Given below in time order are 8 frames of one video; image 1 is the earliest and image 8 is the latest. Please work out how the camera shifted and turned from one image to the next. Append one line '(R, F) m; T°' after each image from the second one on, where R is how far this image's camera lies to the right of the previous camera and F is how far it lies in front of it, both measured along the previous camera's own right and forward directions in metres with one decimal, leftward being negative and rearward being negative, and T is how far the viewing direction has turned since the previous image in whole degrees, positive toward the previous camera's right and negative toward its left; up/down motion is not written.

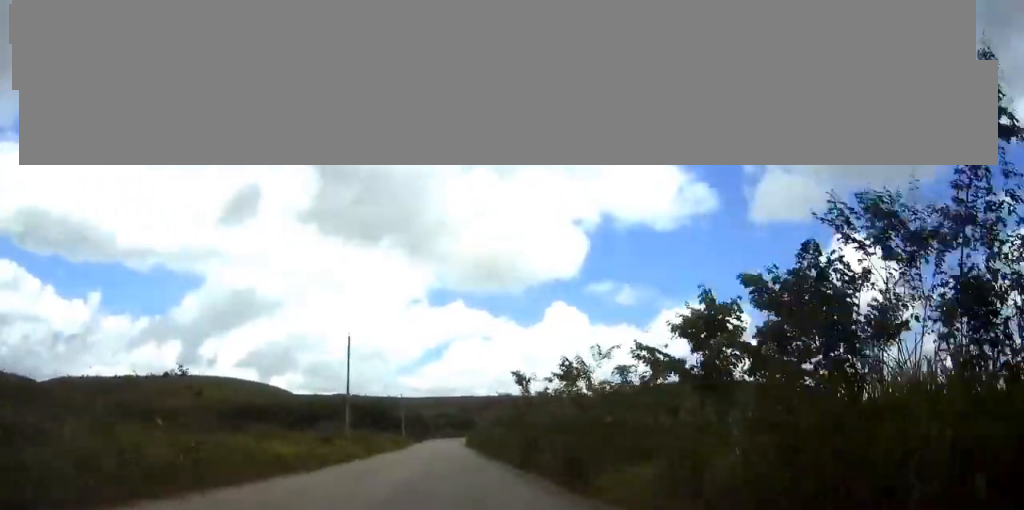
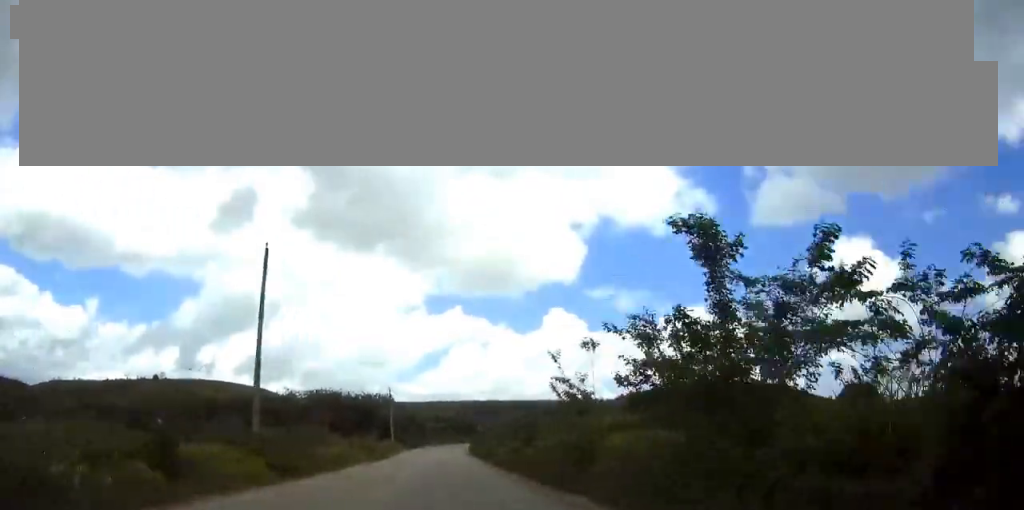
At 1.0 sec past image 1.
(+0.1, +23.5) m; 0°
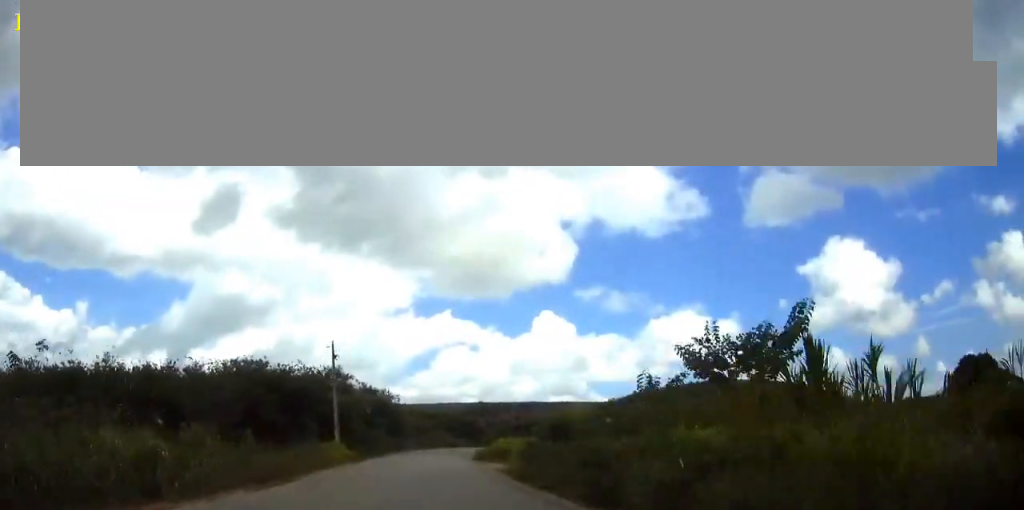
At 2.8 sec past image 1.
(-0.1, +44.2) m; 0°
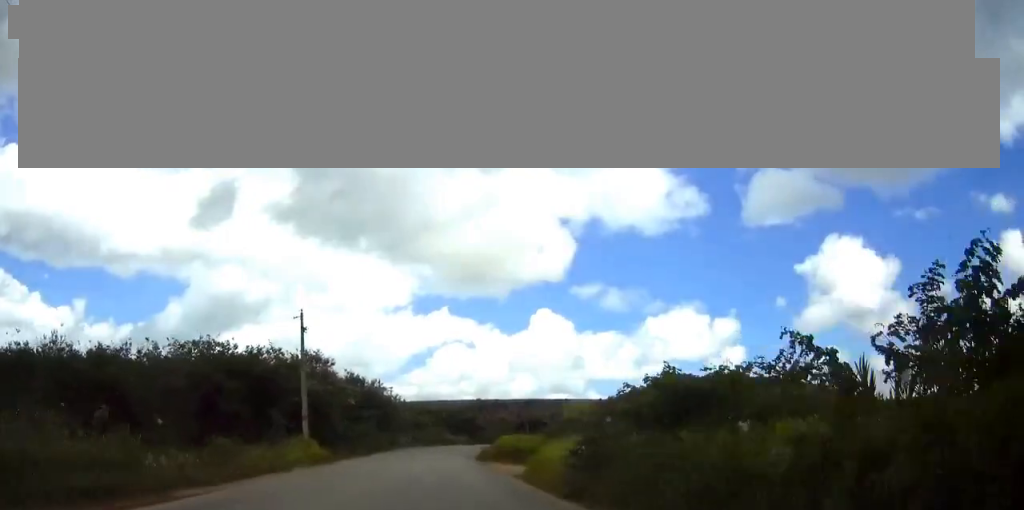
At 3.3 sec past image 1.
(0.0, +10.9) m; 0°
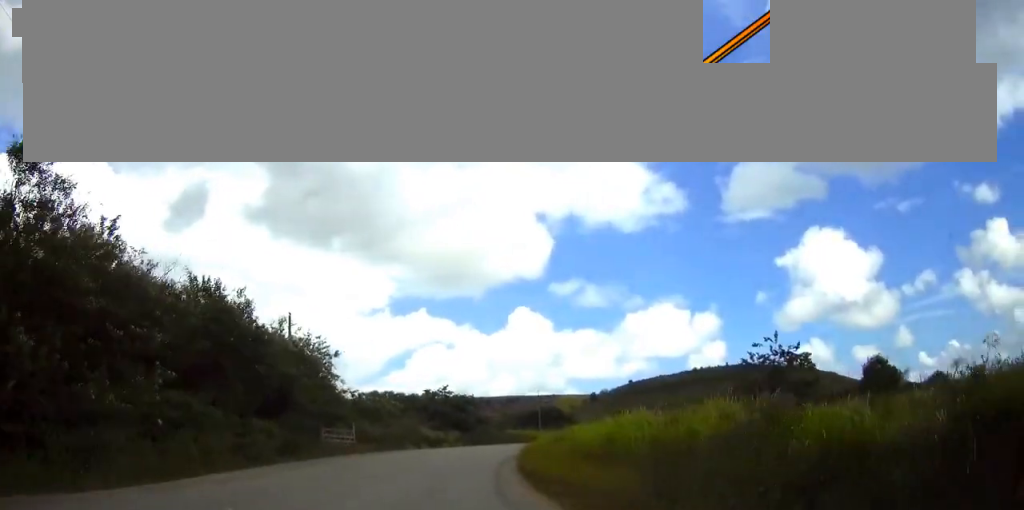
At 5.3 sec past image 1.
(+0.7, +44.8) m; +3°
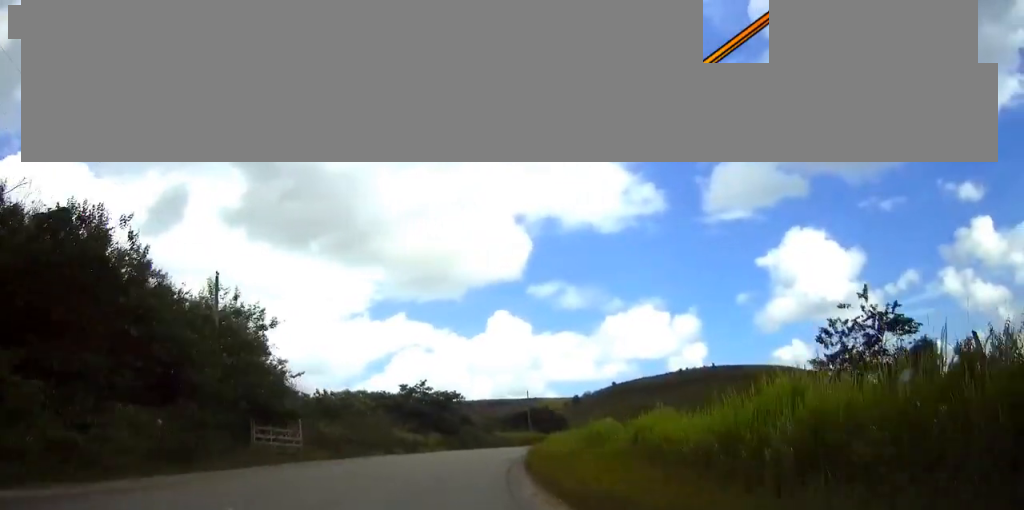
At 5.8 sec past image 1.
(+0.1, +11.1) m; +2°
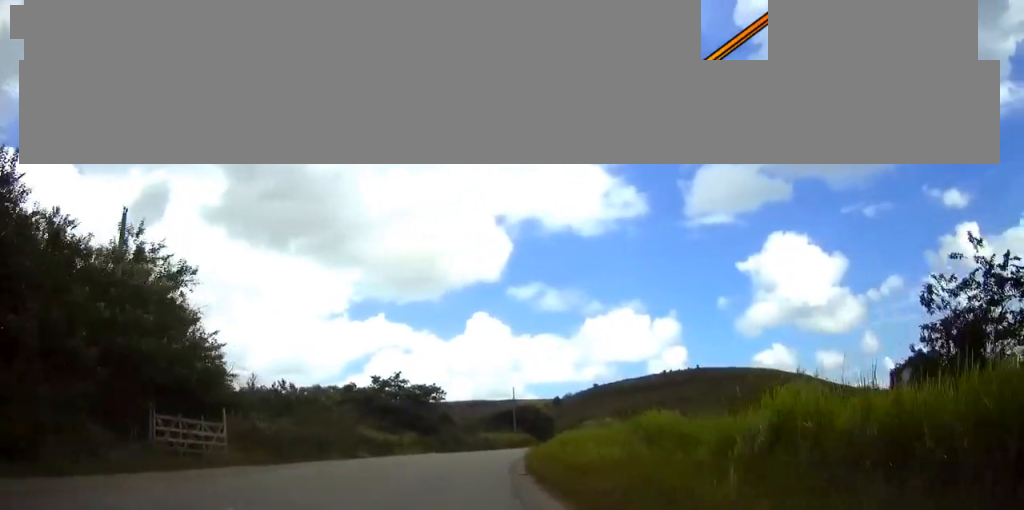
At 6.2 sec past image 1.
(-0.1, +8.9) m; +2°
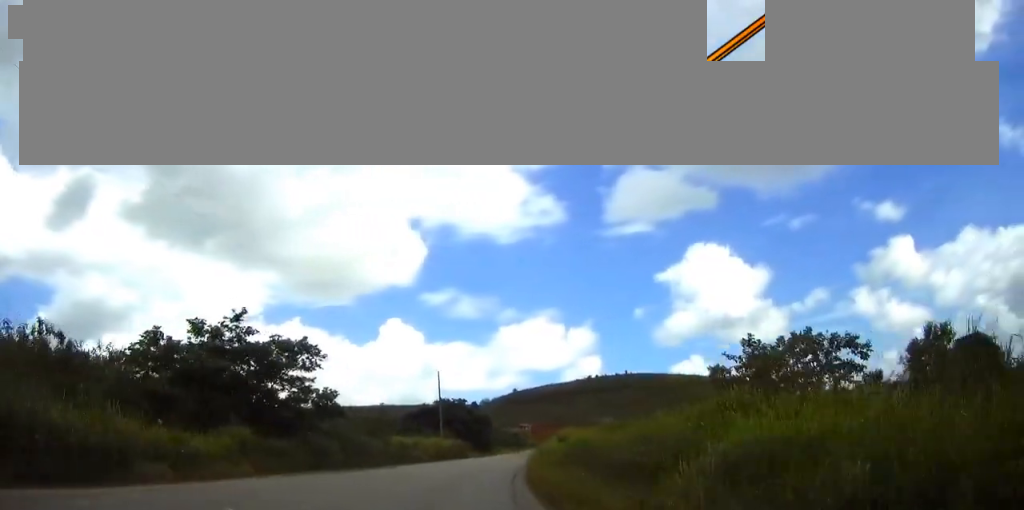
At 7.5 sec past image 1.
(+1.8, +28.6) m; +7°
